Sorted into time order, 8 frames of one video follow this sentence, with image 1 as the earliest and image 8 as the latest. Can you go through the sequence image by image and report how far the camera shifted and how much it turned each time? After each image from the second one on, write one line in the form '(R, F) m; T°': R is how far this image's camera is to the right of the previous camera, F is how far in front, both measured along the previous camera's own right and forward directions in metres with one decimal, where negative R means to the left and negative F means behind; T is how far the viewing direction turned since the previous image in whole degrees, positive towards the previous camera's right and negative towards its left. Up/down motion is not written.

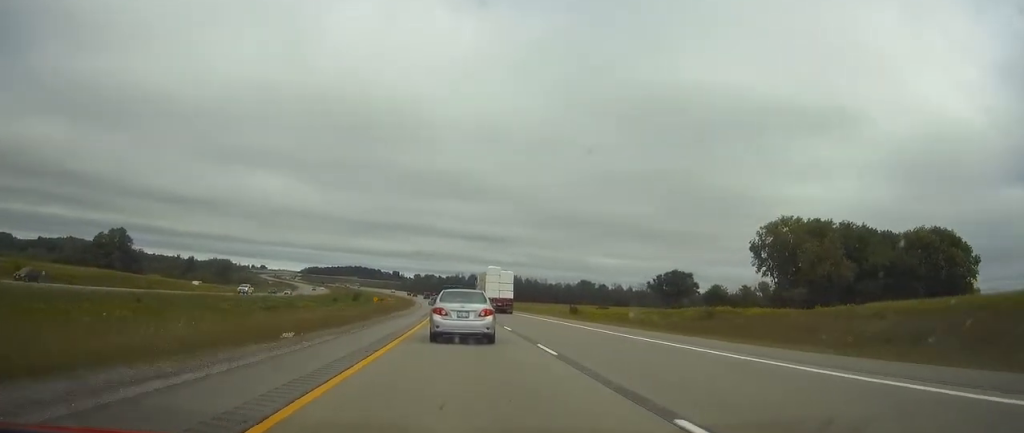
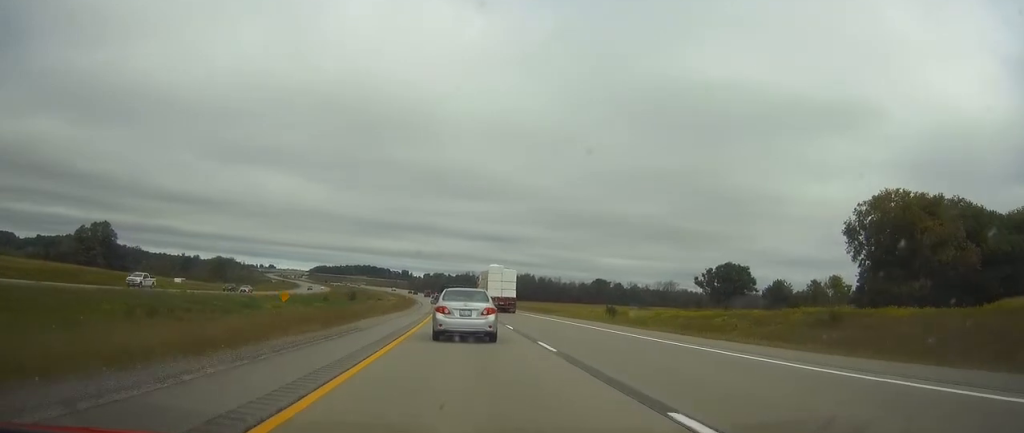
(-0.2, +23.8) m; -1°
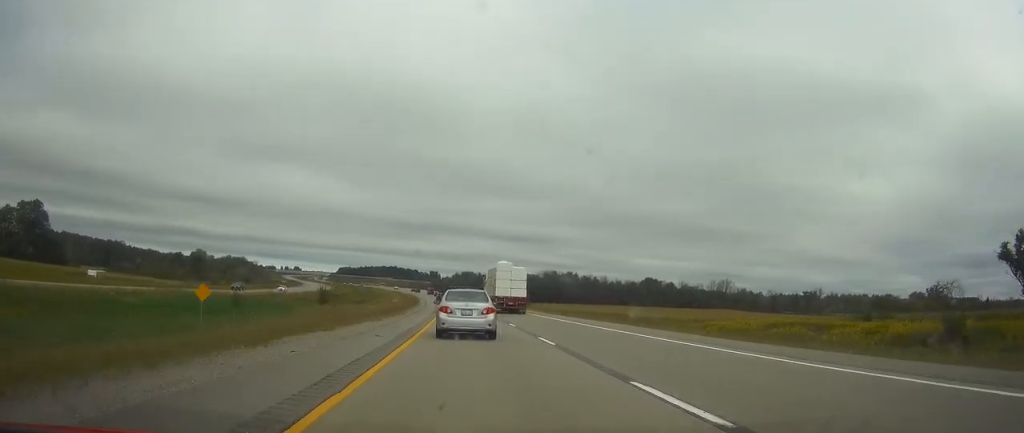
(-1.6, +70.7) m; -3°
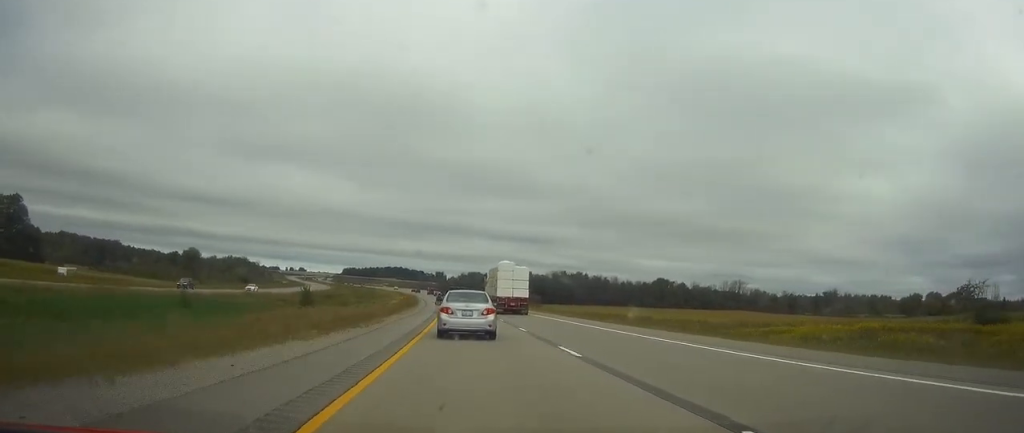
(0.0, +15.7) m; -1°
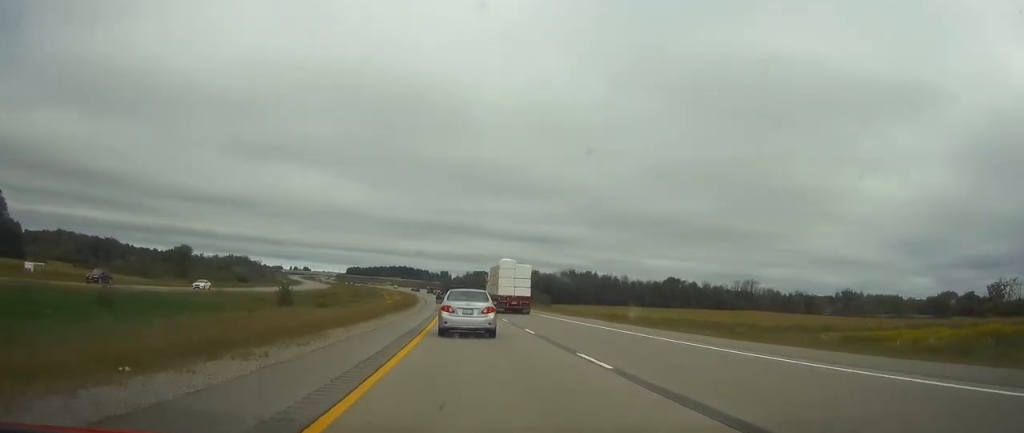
(-0.1, +15.0) m; 0°
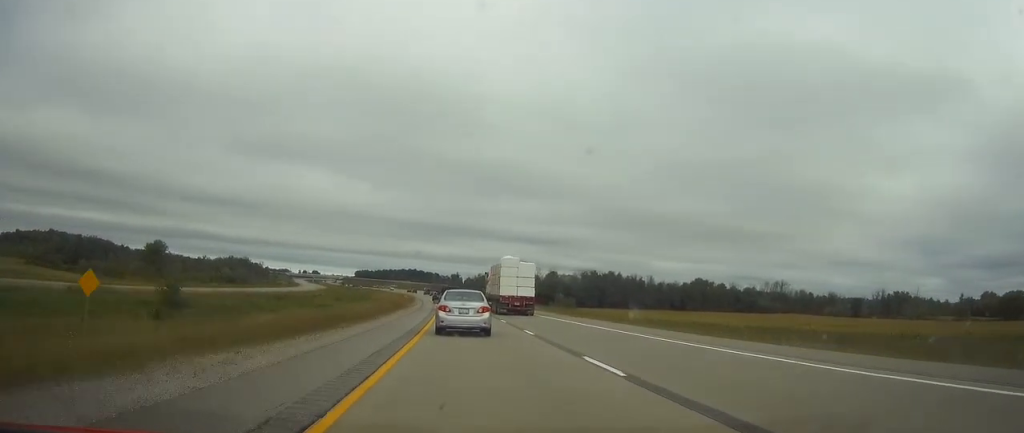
(-0.3, +37.3) m; -1°
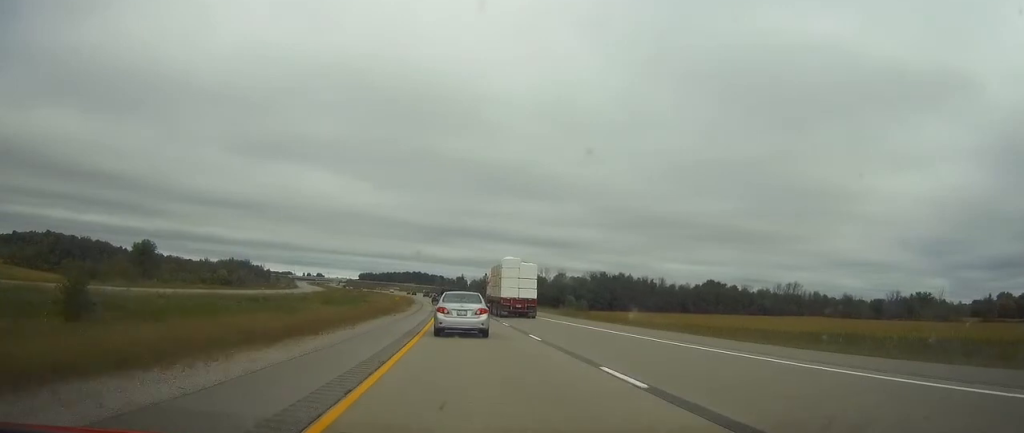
(-0.1, +14.3) m; 0°
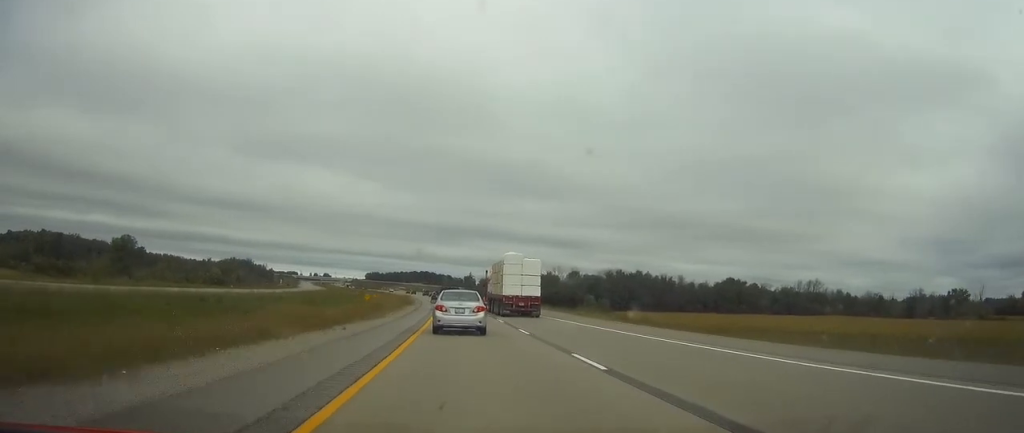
(-0.1, +21.6) m; -1°
